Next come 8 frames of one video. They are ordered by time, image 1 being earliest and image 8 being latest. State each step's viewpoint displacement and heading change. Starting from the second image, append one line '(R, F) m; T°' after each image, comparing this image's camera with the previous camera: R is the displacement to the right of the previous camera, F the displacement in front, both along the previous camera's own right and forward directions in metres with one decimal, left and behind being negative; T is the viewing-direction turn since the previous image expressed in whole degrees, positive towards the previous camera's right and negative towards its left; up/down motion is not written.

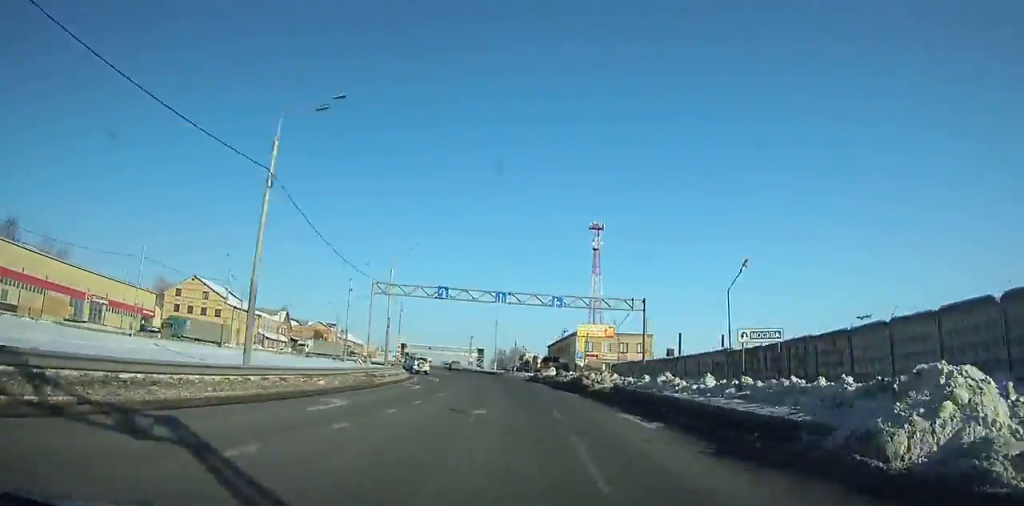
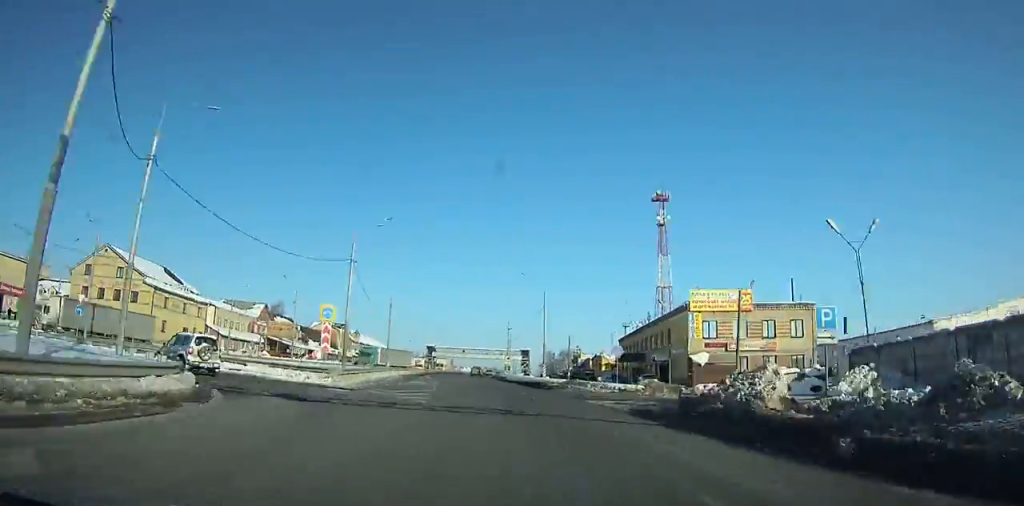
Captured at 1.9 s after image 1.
(-2.9, +42.0) m; -3°
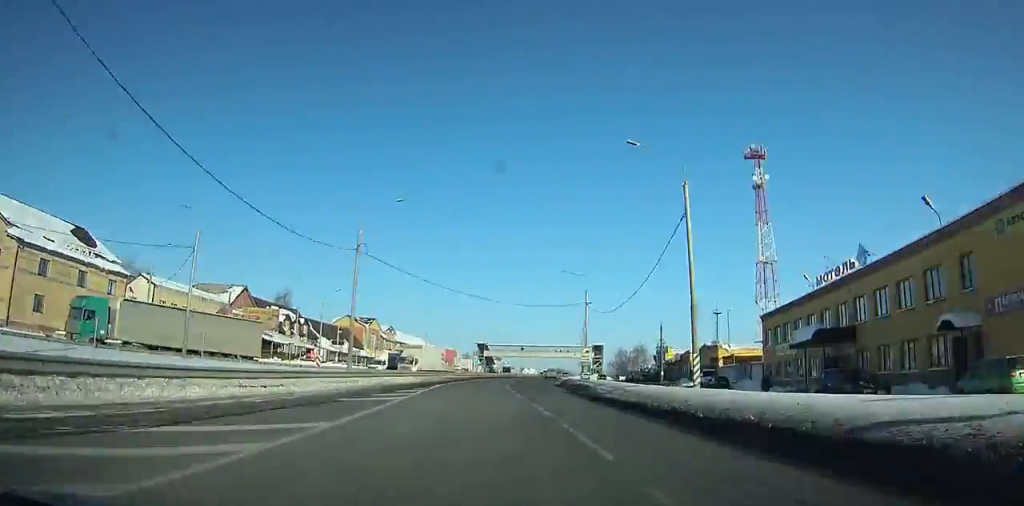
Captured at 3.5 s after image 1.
(-0.8, +35.3) m; -1°
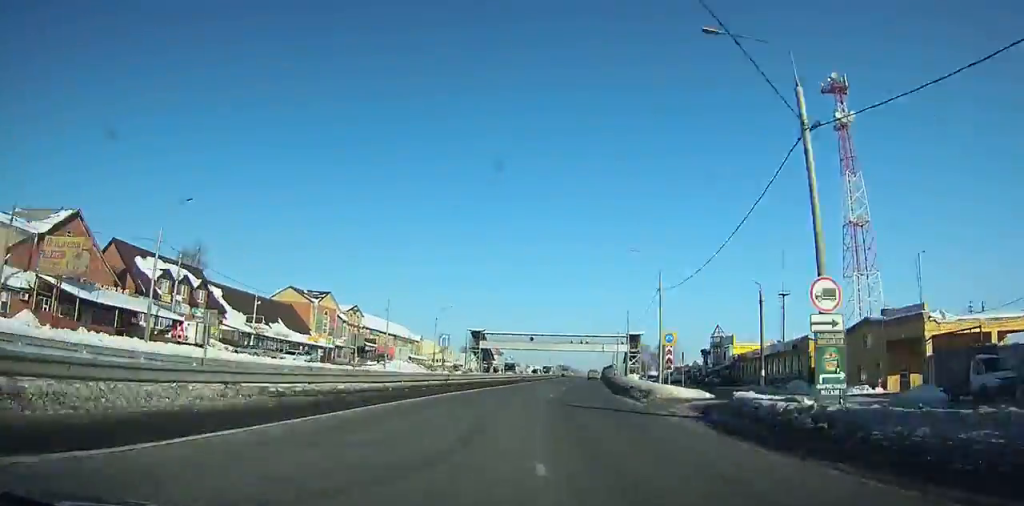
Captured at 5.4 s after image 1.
(-0.7, +41.5) m; +2°
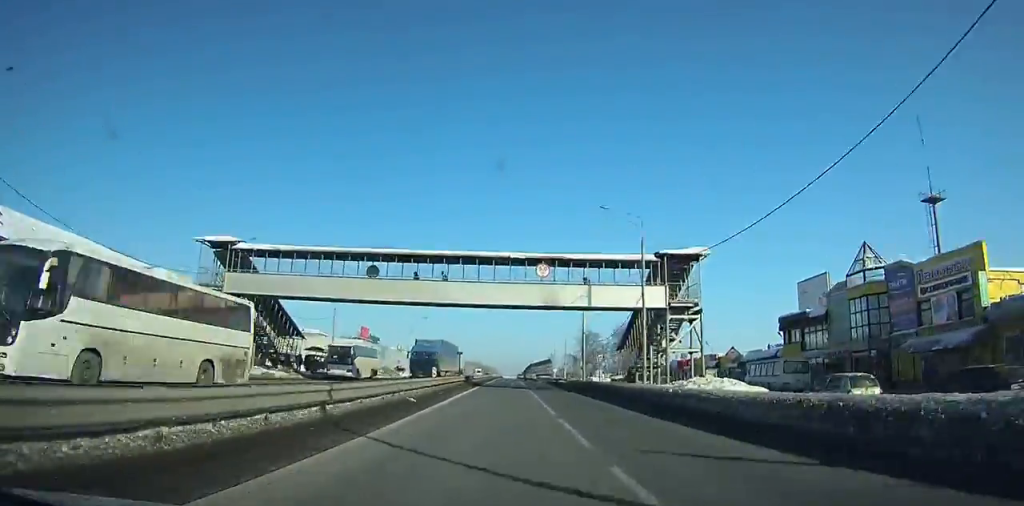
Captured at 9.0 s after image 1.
(+3.6, +78.3) m; +4°
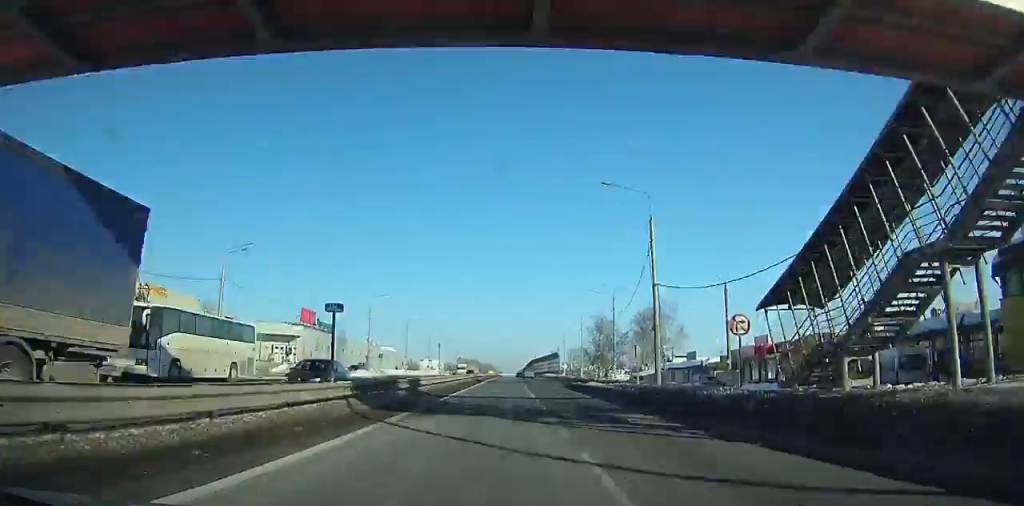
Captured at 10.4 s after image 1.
(+0.1, +30.3) m; 0°
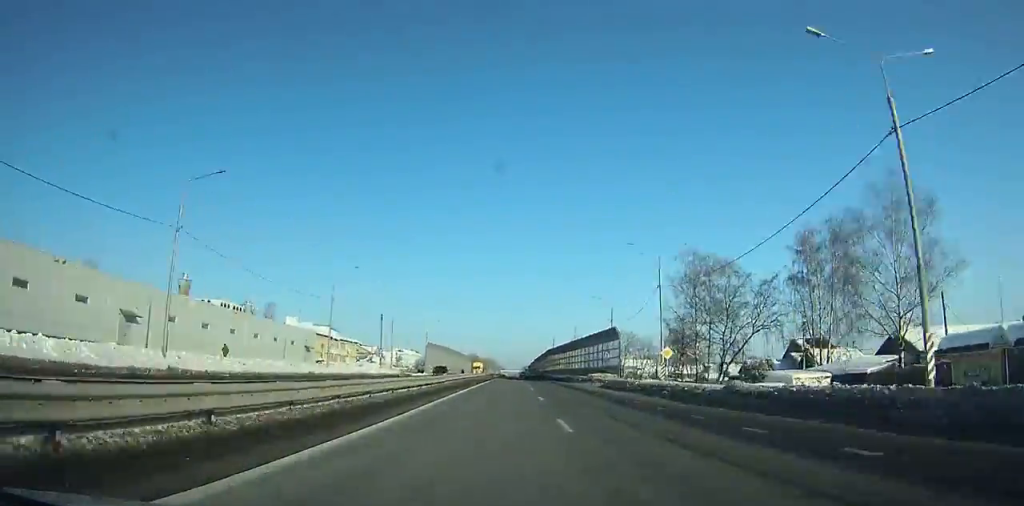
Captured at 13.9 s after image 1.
(+0.7, +74.7) m; +1°
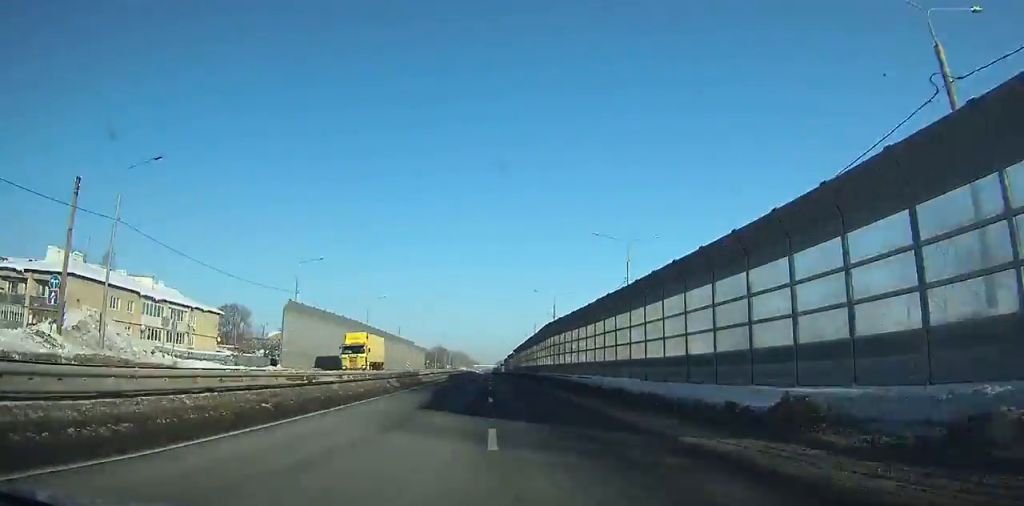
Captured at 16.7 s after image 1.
(+0.3, +57.7) m; 0°
